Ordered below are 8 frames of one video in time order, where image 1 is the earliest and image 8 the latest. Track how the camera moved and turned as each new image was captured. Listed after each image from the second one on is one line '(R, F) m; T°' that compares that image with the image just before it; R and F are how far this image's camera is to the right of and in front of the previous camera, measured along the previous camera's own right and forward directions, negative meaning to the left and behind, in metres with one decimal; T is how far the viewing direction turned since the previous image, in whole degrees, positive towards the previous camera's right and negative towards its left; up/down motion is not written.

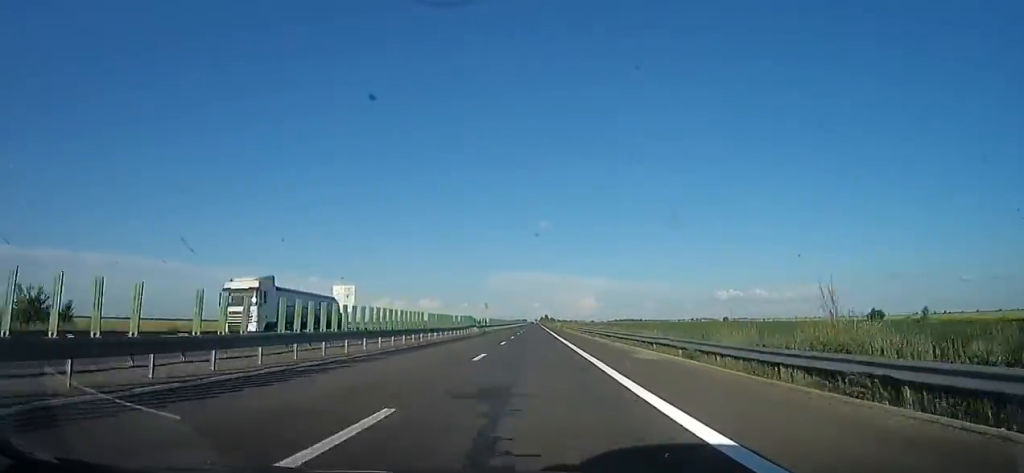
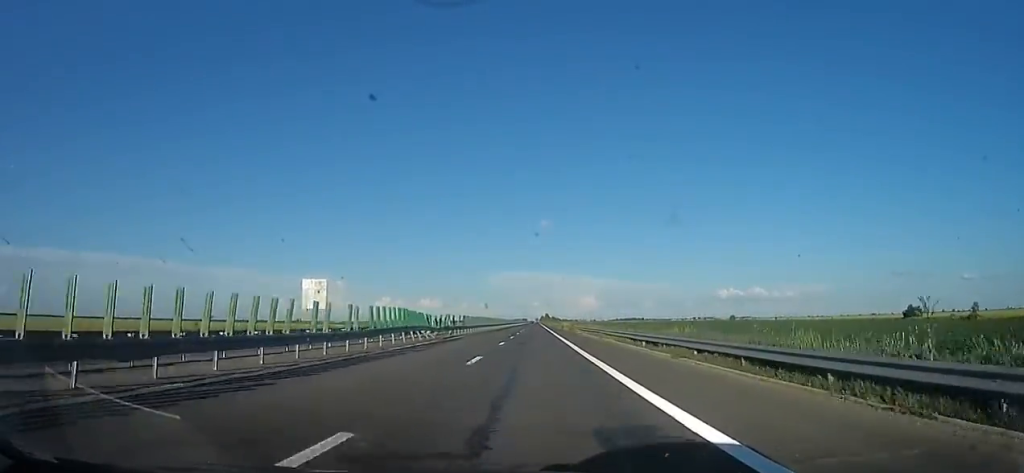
(+0.5, +25.9) m; +1°
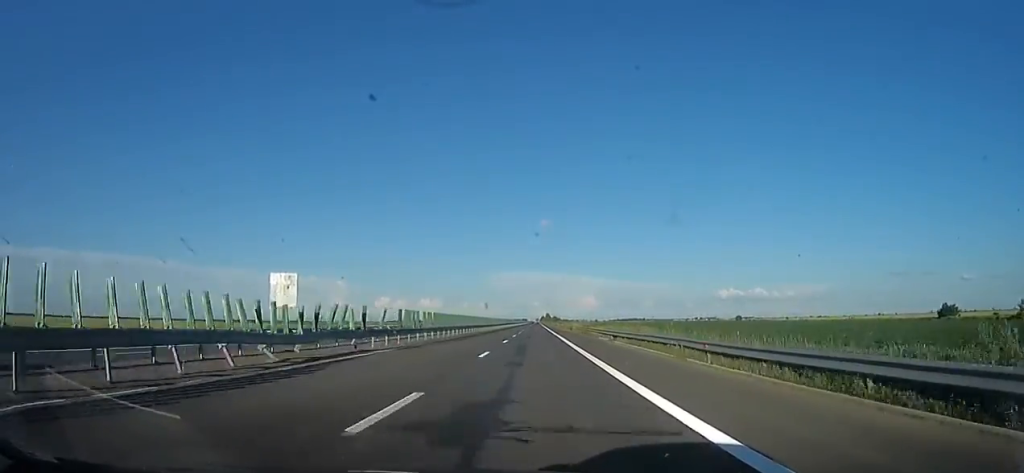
(+0.9, +21.2) m; 0°
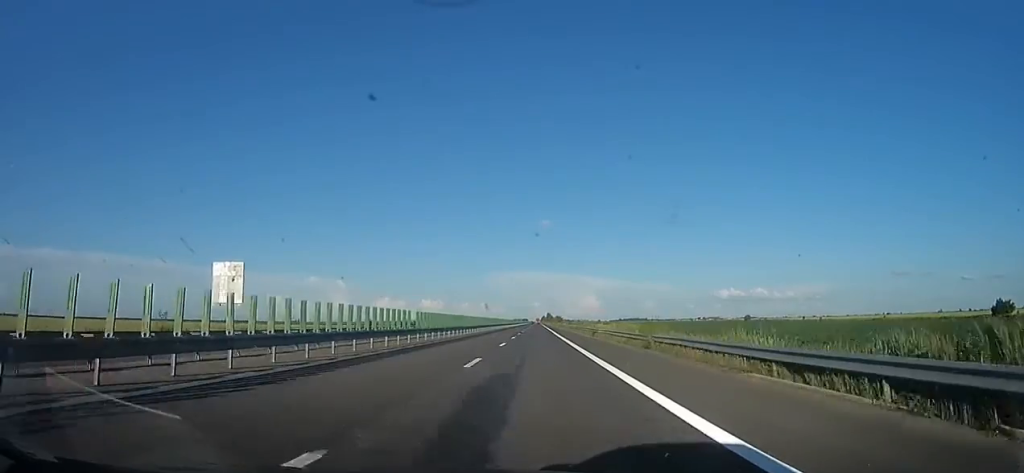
(-1.2, +28.3) m; 0°
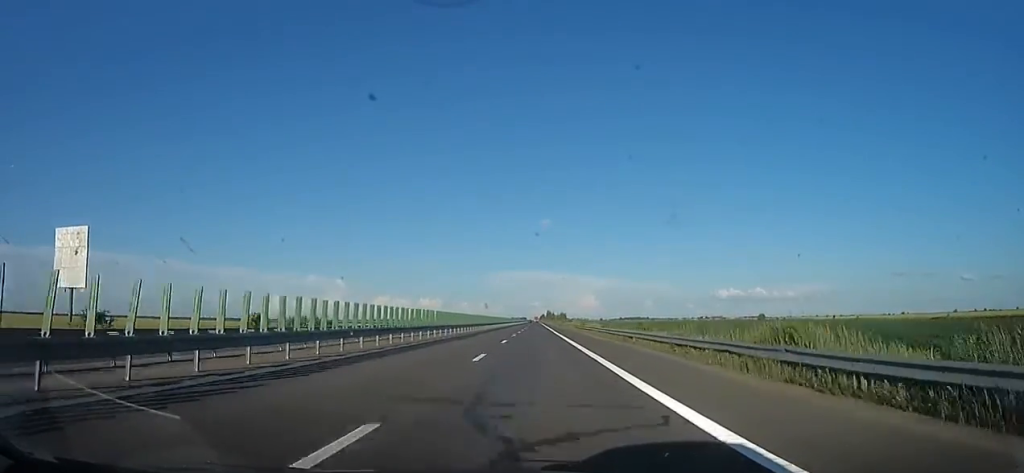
(+1.0, +47.2) m; 0°
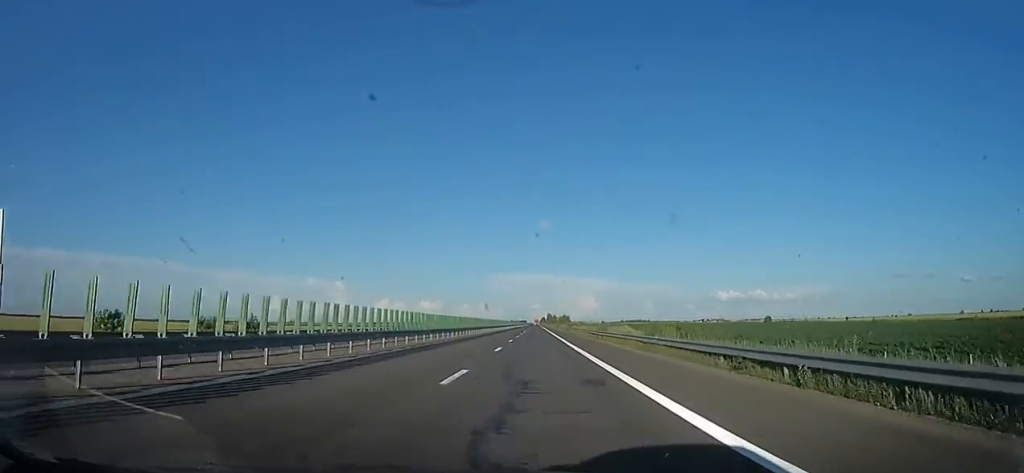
(-0.6, +17.1) m; -1°
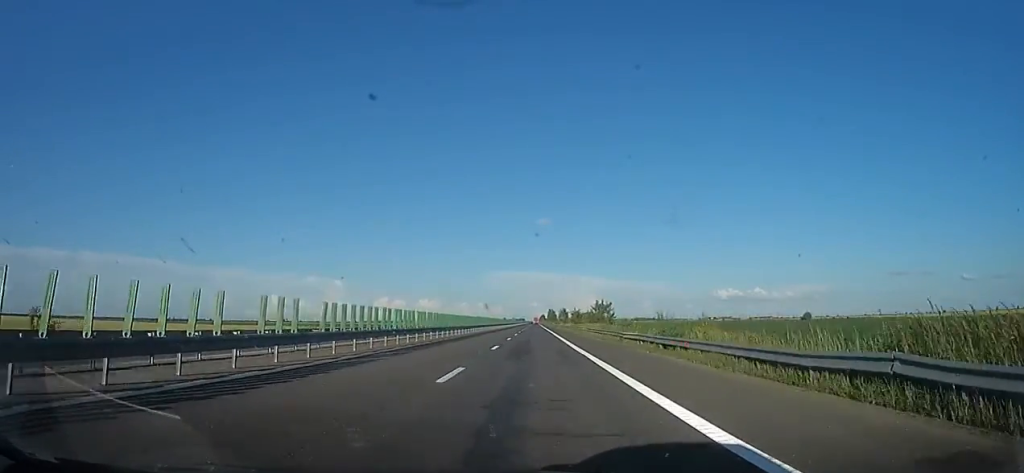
(+1.4, +96.6) m; +1°
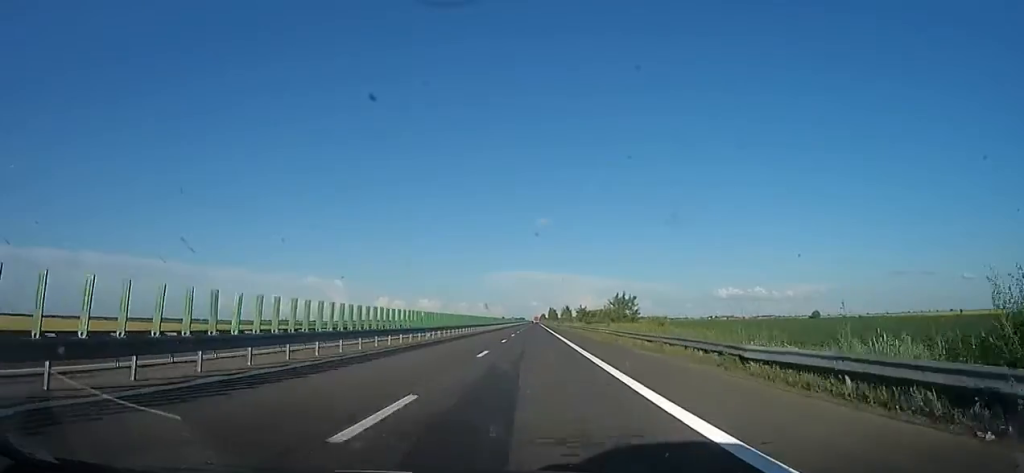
(-0.5, +17.2) m; -1°
